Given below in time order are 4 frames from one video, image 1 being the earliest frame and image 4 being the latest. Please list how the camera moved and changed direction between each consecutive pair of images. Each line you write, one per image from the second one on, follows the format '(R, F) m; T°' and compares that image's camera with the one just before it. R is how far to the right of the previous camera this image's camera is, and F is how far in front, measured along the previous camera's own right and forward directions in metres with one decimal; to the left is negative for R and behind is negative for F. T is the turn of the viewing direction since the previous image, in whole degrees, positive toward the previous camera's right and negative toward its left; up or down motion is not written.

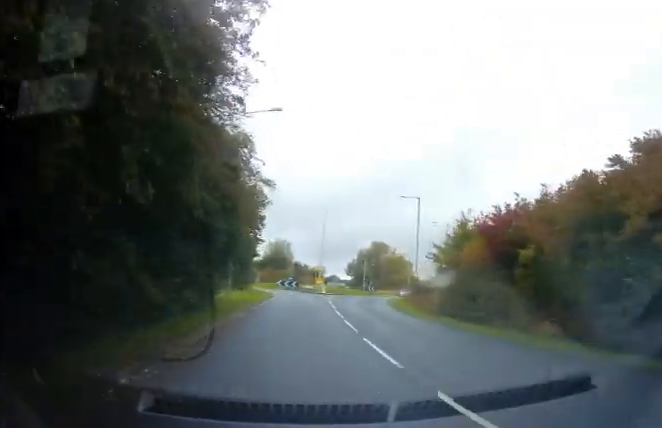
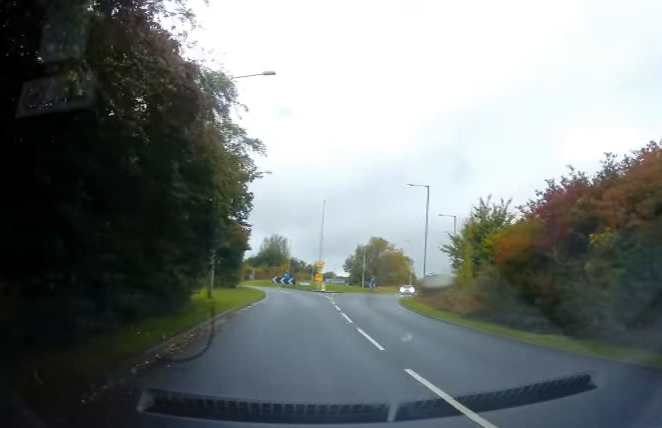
(+0.2, +4.2) m; +1°
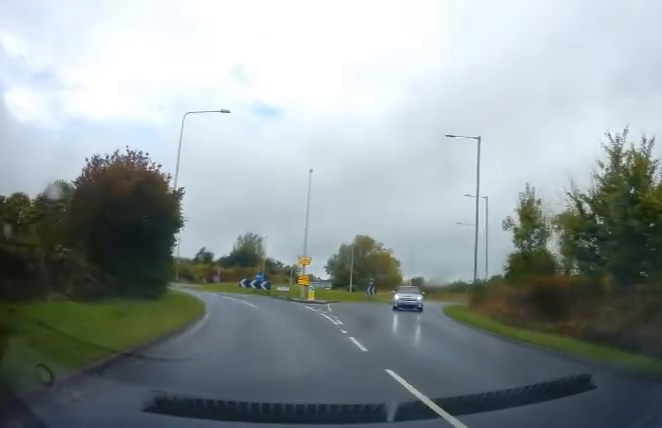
(+0.1, +16.3) m; +2°
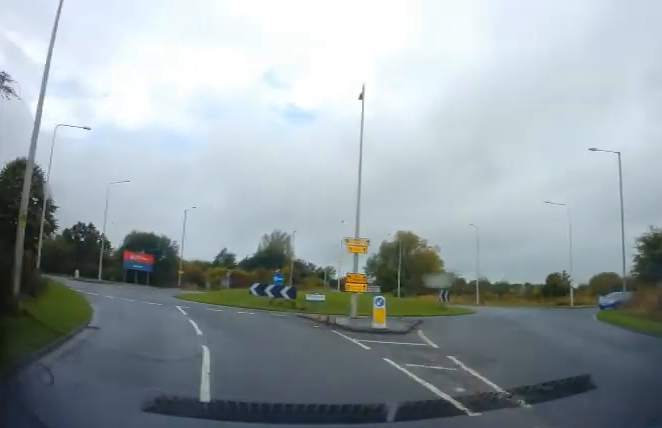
(-0.4, +15.9) m; -8°
